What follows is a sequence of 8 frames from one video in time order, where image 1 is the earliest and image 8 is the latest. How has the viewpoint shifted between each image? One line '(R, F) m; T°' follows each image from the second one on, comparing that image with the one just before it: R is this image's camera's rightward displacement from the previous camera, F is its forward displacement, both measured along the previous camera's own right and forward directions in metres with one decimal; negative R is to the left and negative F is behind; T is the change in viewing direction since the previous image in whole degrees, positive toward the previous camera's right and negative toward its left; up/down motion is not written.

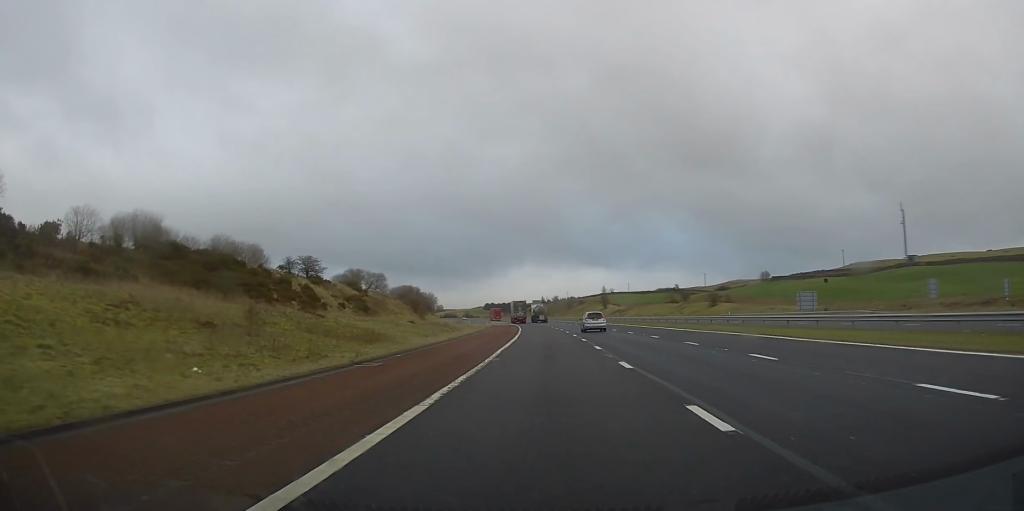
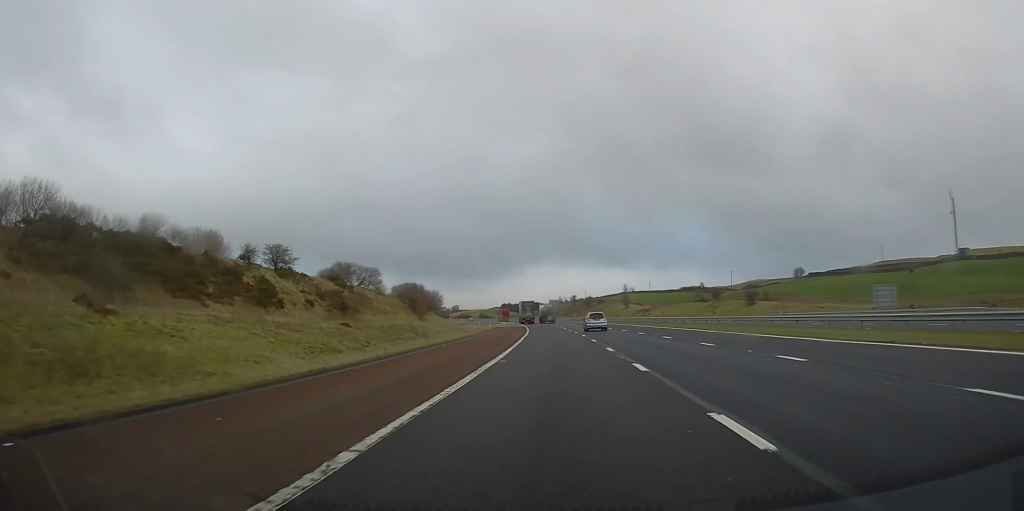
(+0.1, +18.7) m; -1°
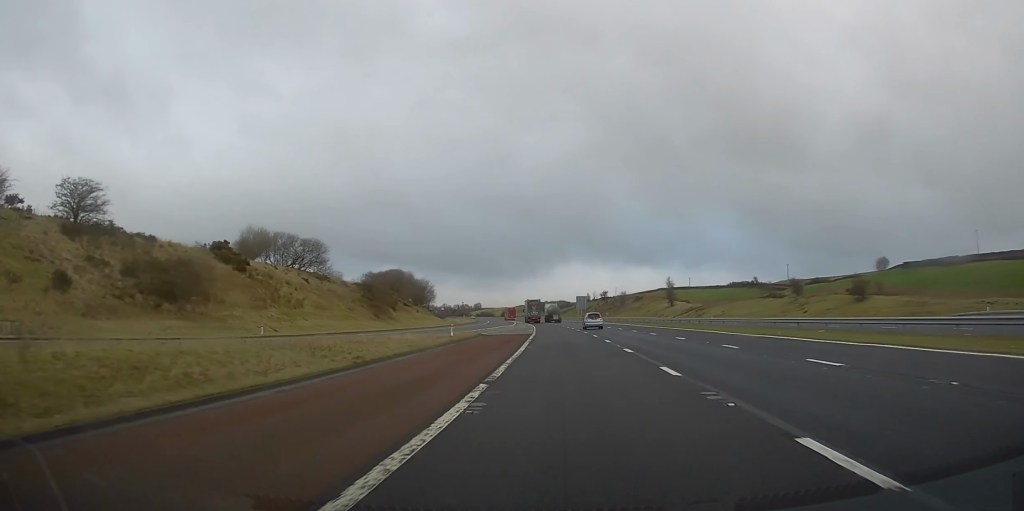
(-1.4, +46.1) m; -2°
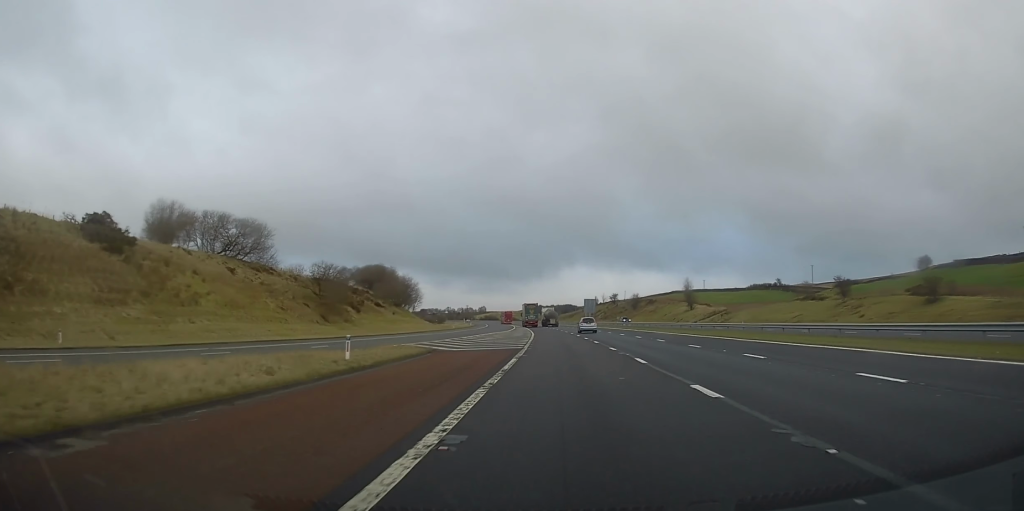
(-0.1, +21.2) m; 0°
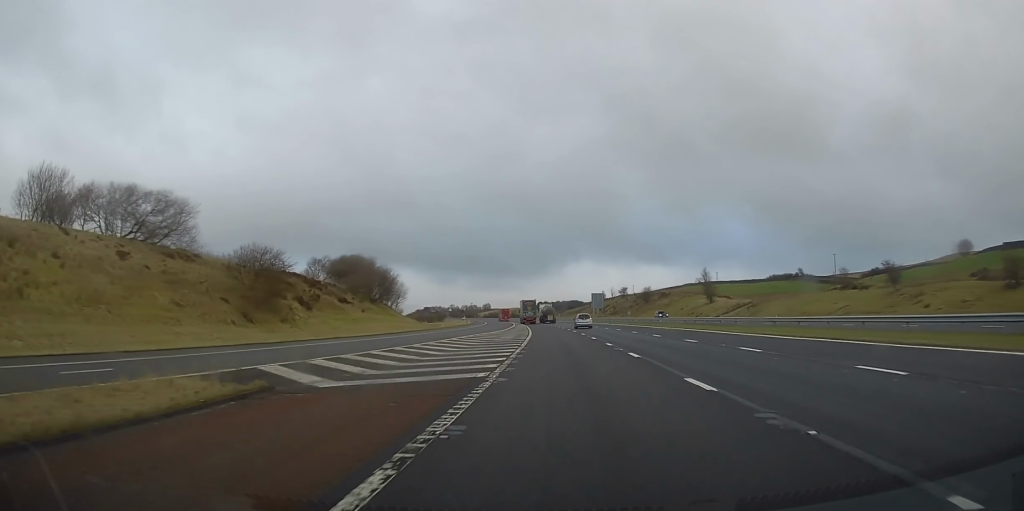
(-0.1, +17.0) m; -1°
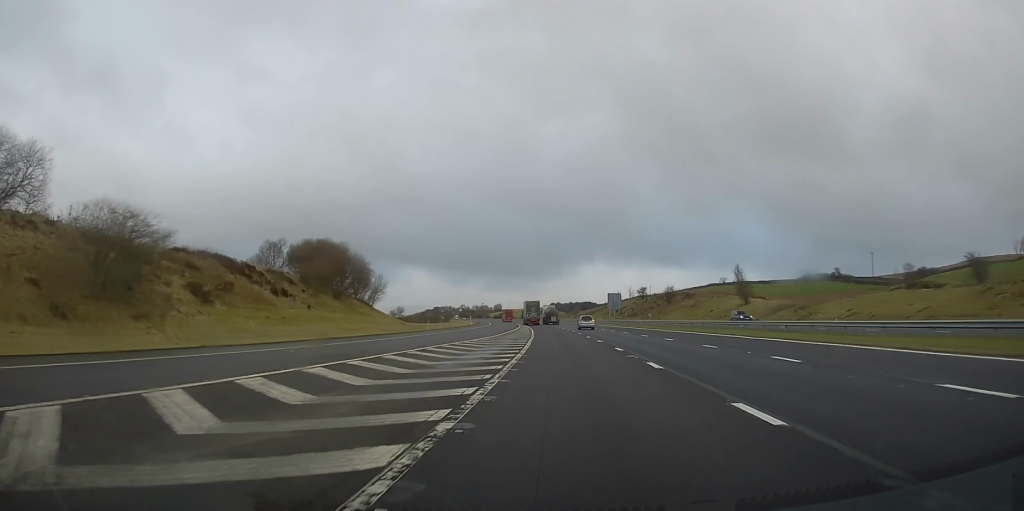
(-0.1, +21.9) m; -1°
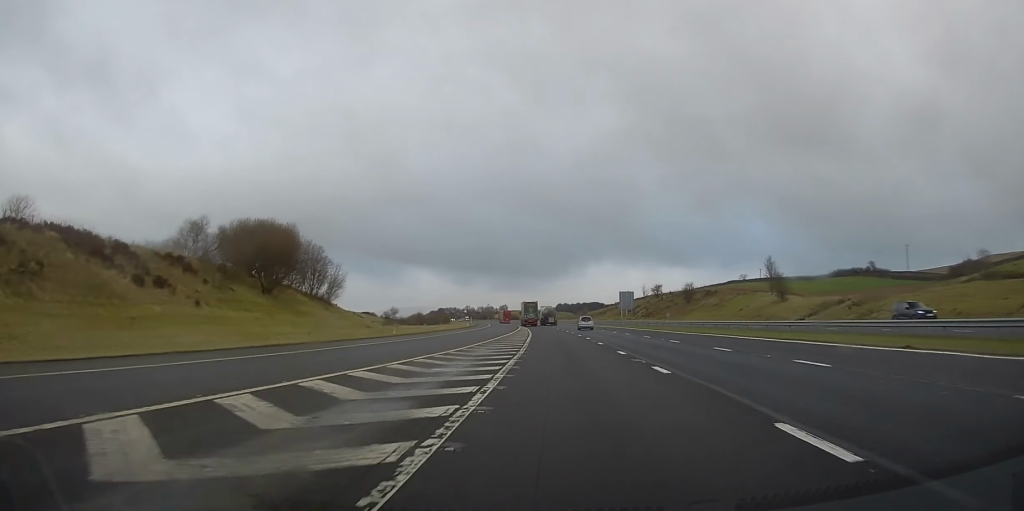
(-0.1, +20.0) m; -1°
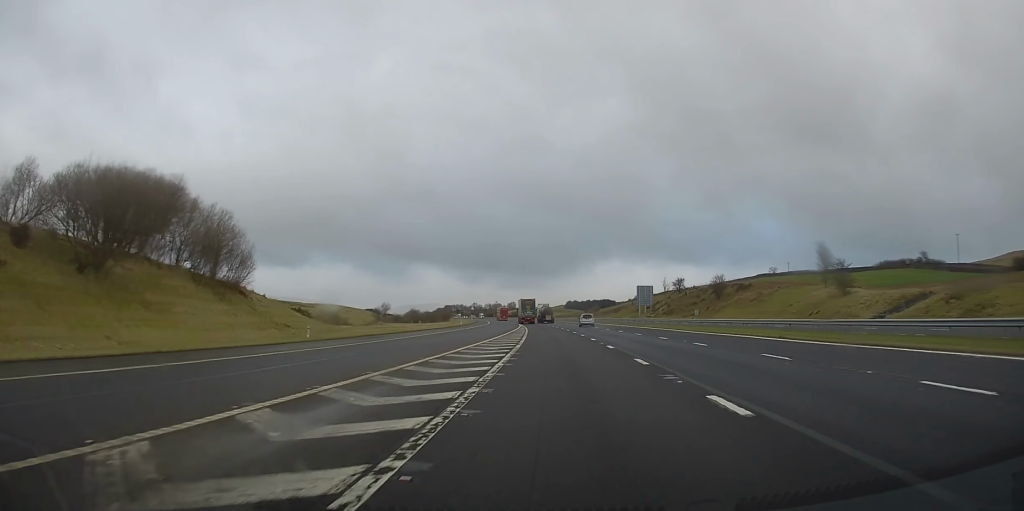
(0.0, +25.0) m; -1°
